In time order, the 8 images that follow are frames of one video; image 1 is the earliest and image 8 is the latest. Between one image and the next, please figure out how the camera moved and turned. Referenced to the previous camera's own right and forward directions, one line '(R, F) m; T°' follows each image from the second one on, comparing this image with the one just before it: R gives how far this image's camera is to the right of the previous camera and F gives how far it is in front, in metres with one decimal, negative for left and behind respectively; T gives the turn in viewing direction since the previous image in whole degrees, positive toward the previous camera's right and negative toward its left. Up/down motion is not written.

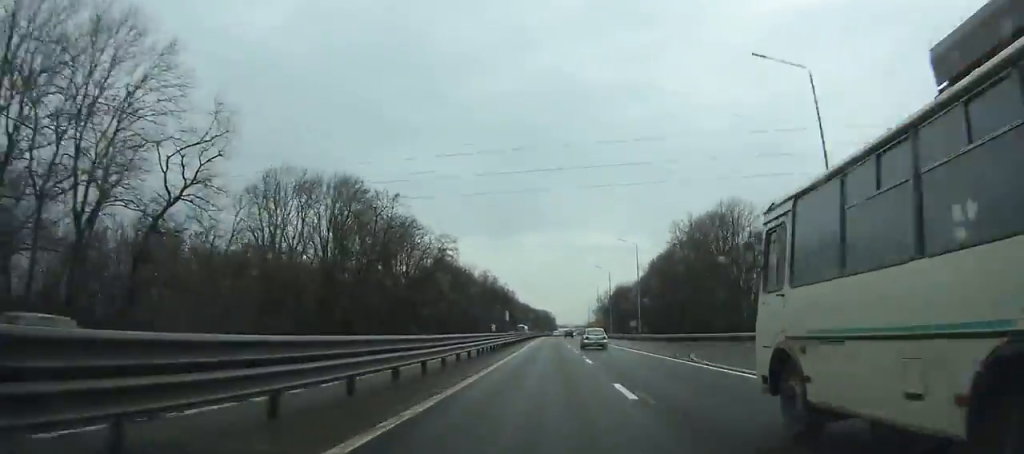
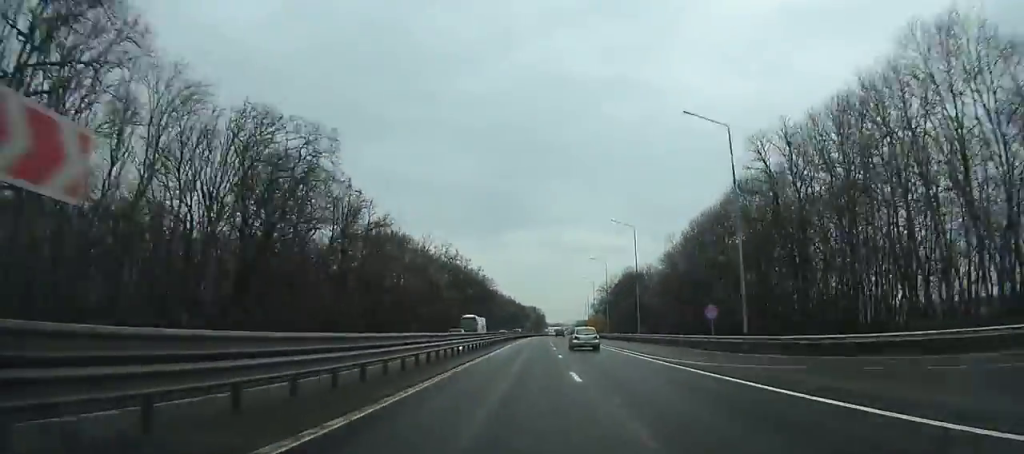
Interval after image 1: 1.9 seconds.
(+0.3, +44.3) m; +1°
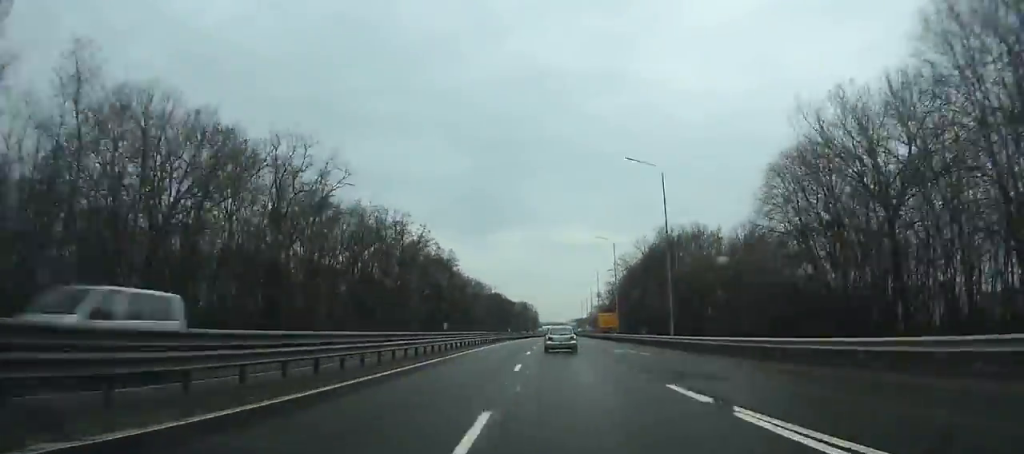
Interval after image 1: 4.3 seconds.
(+0.4, +55.6) m; 0°
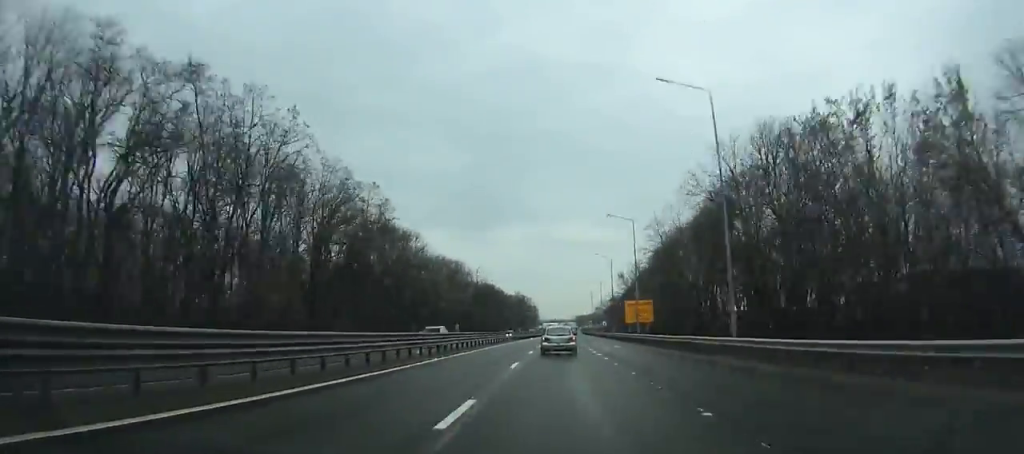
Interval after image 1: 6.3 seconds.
(0.0, +45.6) m; +1°
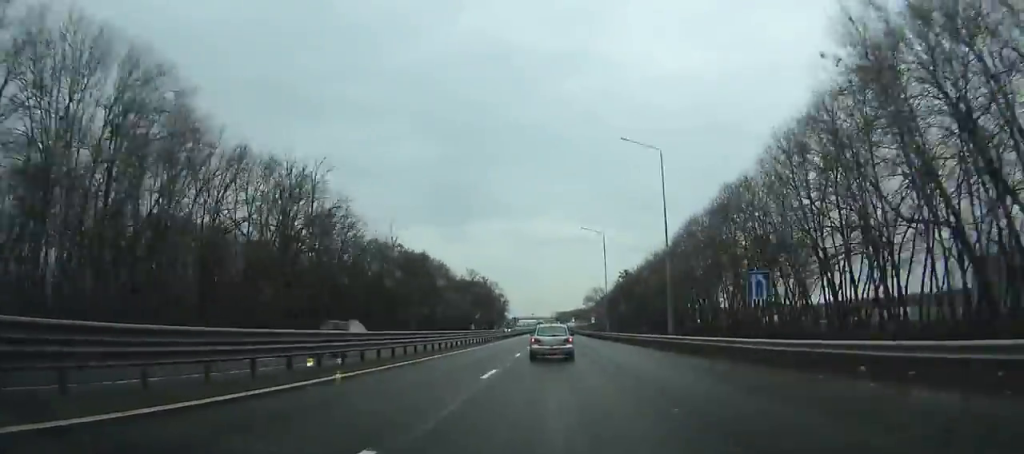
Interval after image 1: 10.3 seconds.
(+1.1, +89.0) m; +1°
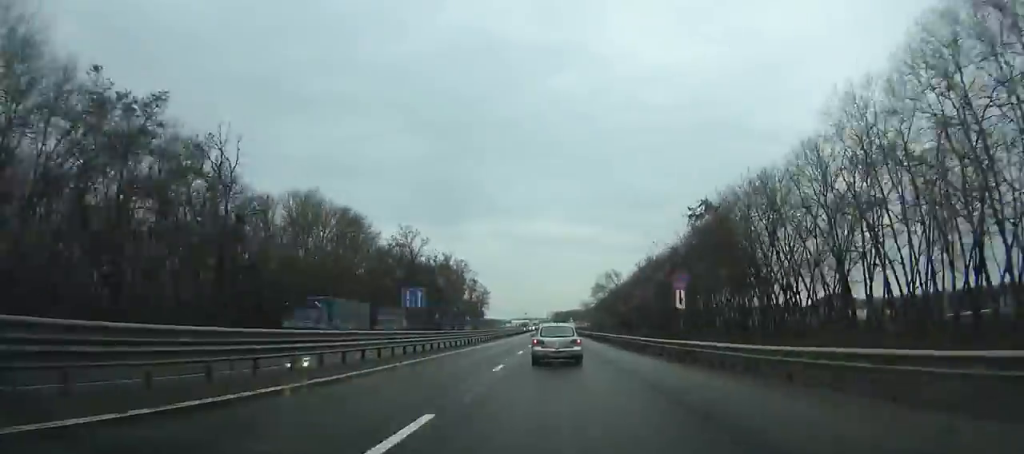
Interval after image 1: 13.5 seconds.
(+0.4, +68.8) m; 0°
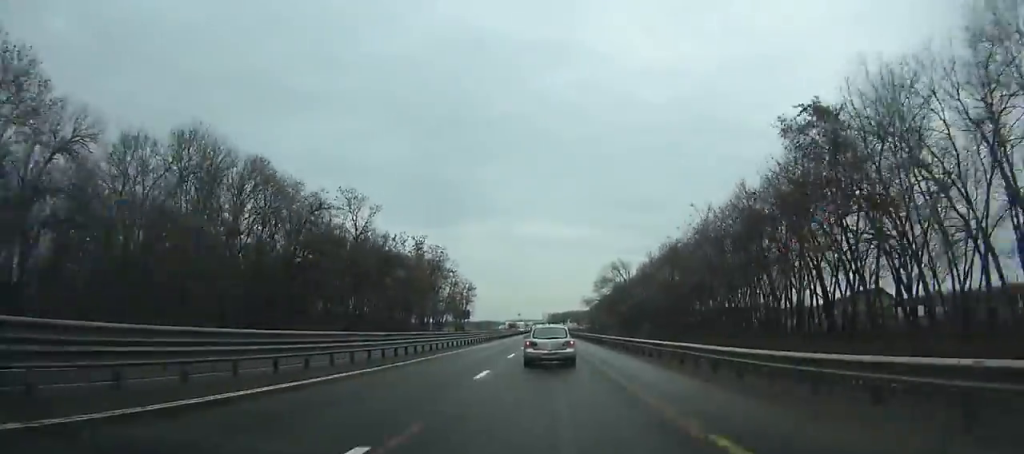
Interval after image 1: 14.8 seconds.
(+0.1, +27.4) m; 0°
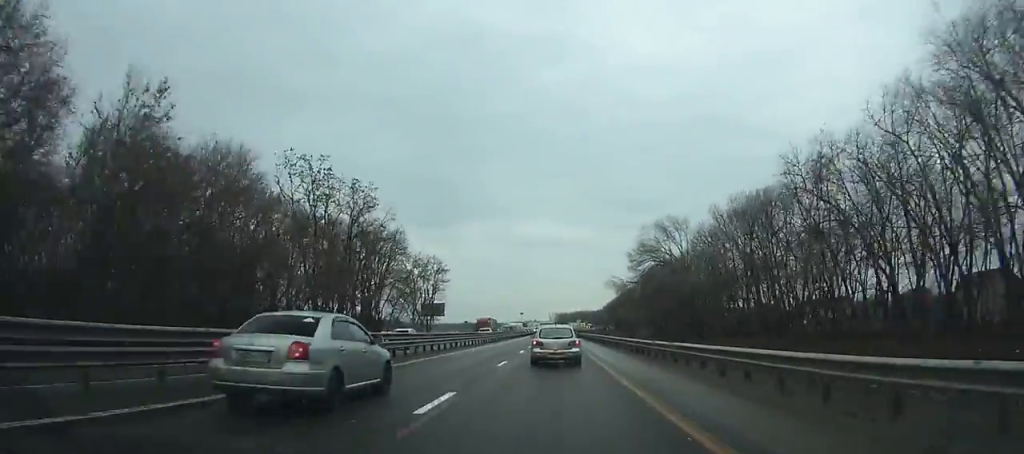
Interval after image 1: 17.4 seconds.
(0.0, +54.3) m; 0°
